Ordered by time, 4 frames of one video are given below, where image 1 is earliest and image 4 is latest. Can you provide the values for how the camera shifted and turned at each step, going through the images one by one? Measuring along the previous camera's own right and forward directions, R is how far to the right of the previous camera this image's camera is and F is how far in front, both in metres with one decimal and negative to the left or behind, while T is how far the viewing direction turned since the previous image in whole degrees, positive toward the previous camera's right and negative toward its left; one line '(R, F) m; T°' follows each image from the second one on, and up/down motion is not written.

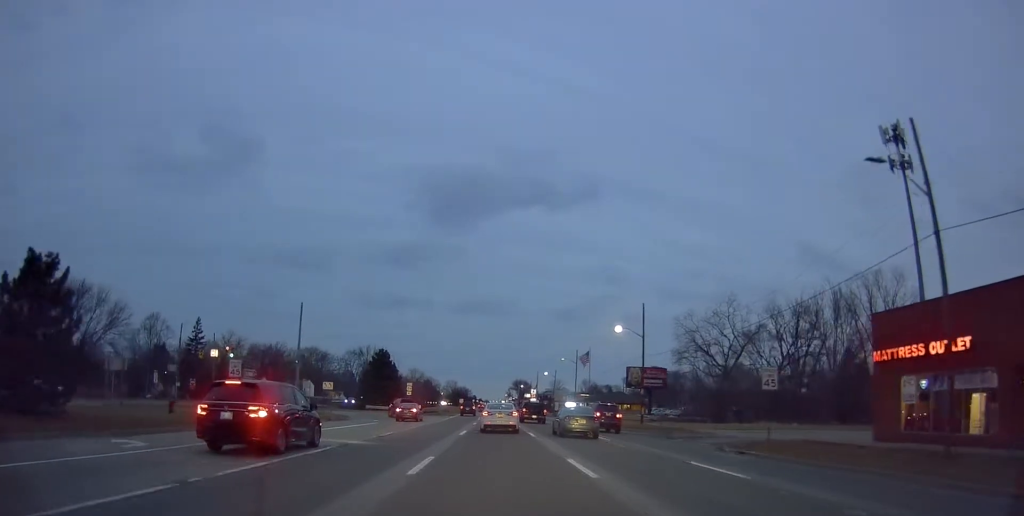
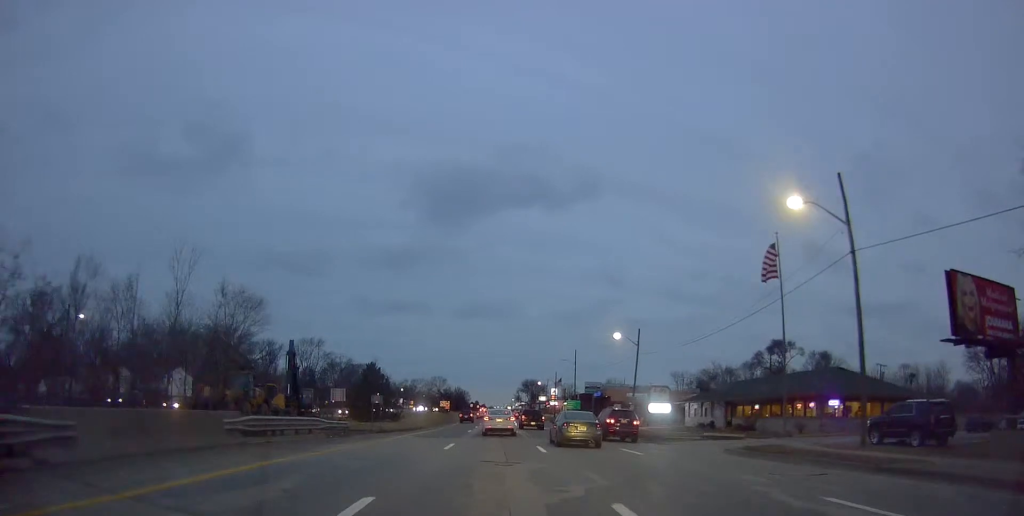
(-0.4, +76.2) m; -2°
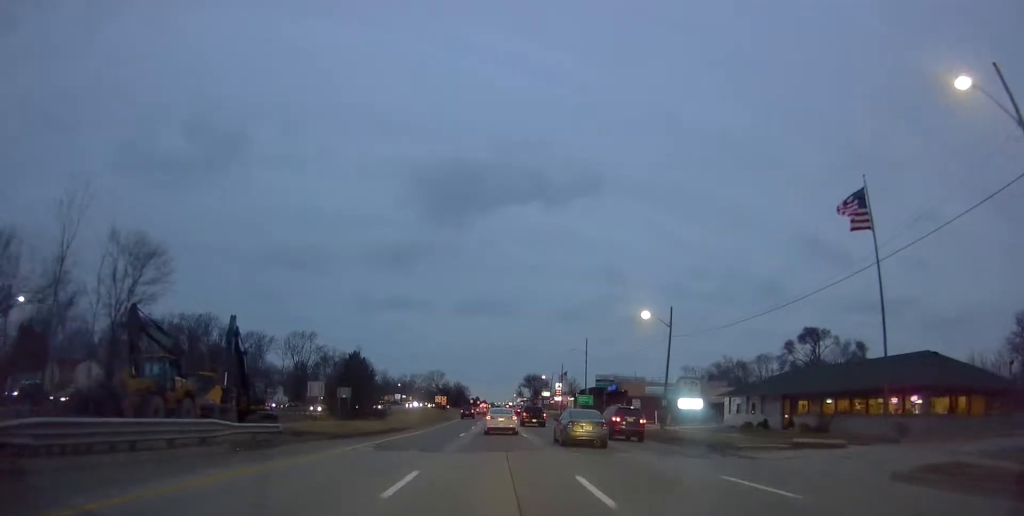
(-0.5, +10.6) m; -1°
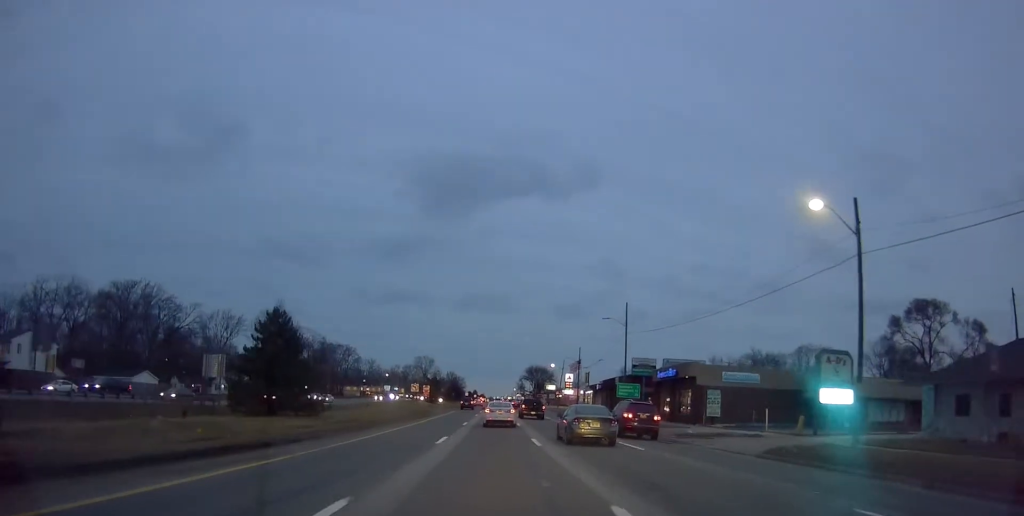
(+0.6, +27.0) m; +2°
